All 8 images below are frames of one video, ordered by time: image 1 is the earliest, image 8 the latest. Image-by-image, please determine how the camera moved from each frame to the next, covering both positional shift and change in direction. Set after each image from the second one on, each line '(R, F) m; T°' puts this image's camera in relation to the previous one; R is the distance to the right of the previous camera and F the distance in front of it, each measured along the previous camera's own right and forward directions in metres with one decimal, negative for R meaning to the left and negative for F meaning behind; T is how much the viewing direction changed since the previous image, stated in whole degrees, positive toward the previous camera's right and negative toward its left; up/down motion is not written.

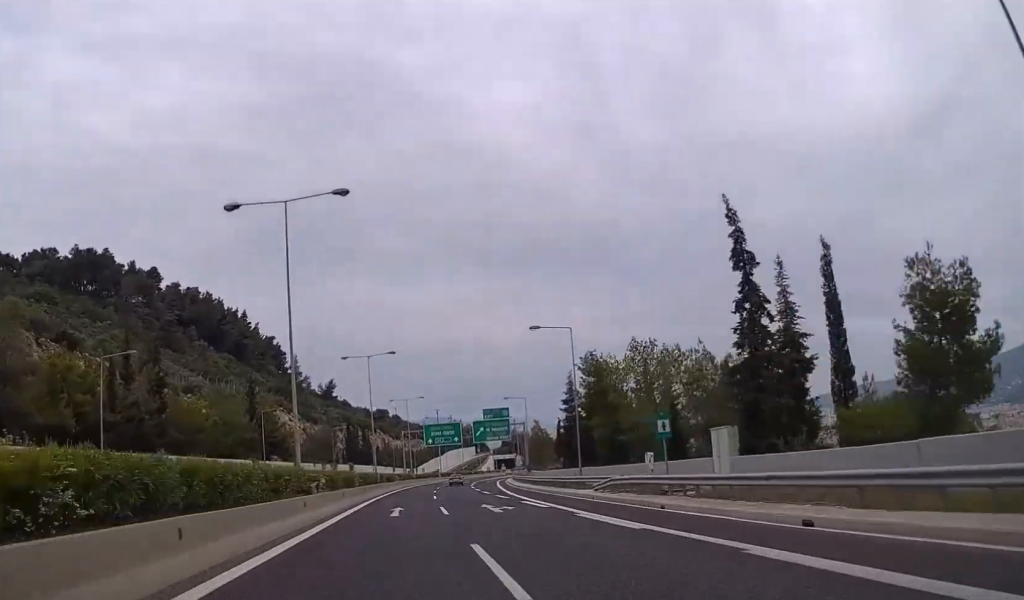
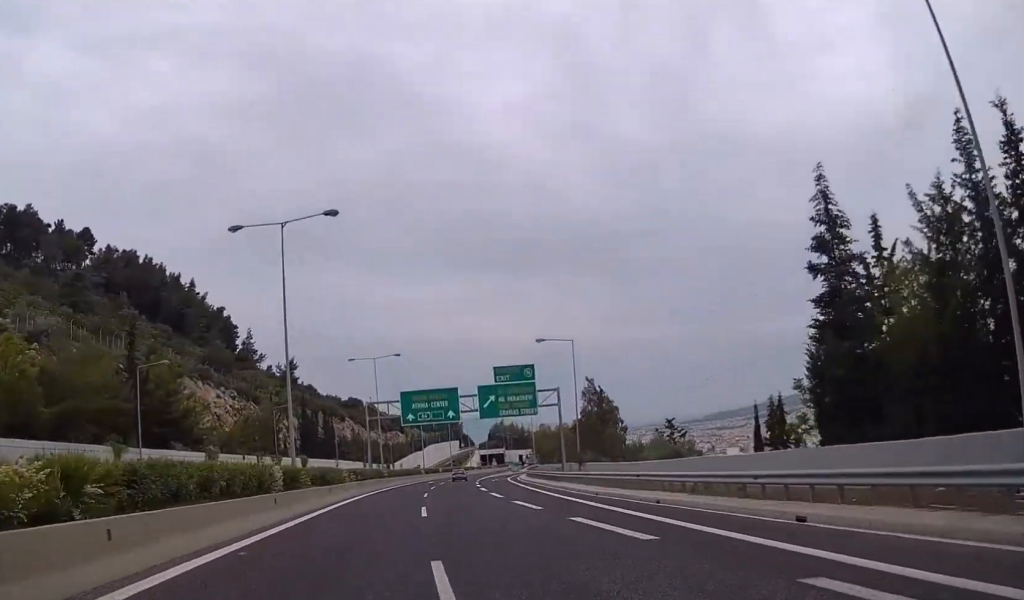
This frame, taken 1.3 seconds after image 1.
(+0.4, +39.0) m; +1°
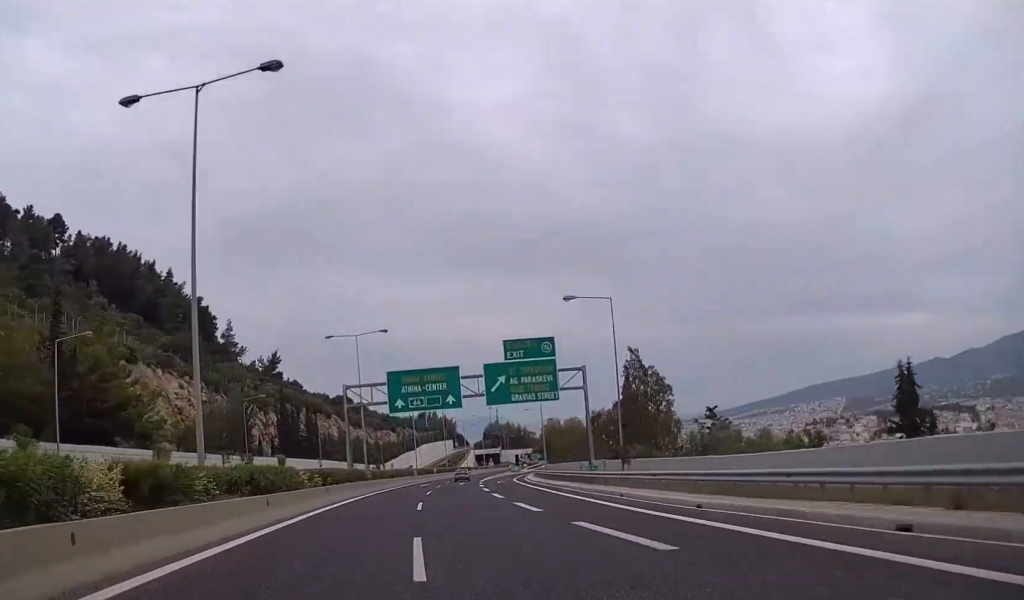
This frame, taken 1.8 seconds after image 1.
(+0.1, +13.0) m; 0°
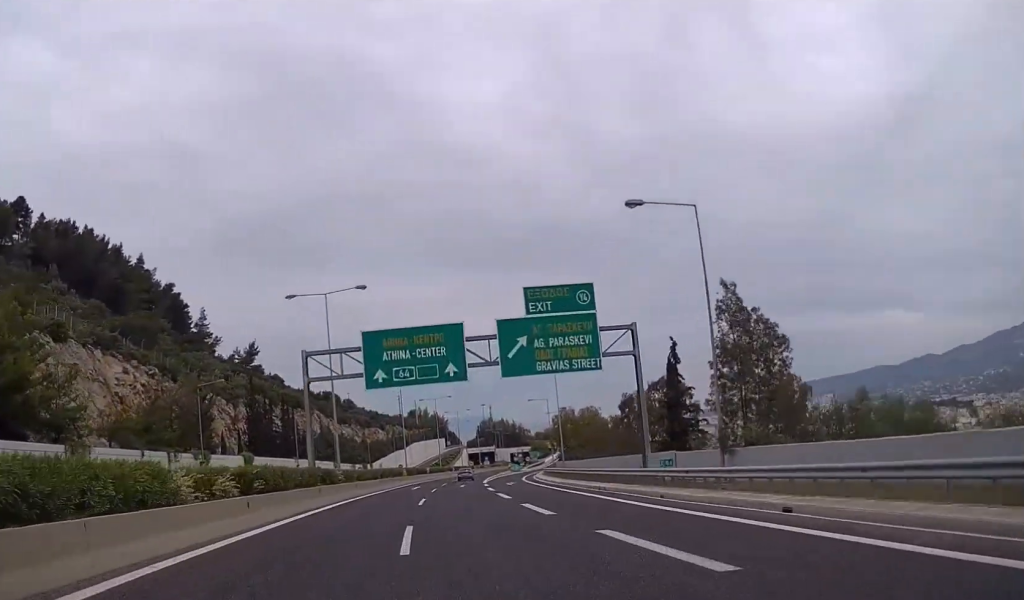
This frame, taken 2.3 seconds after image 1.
(0.0, +15.0) m; 0°
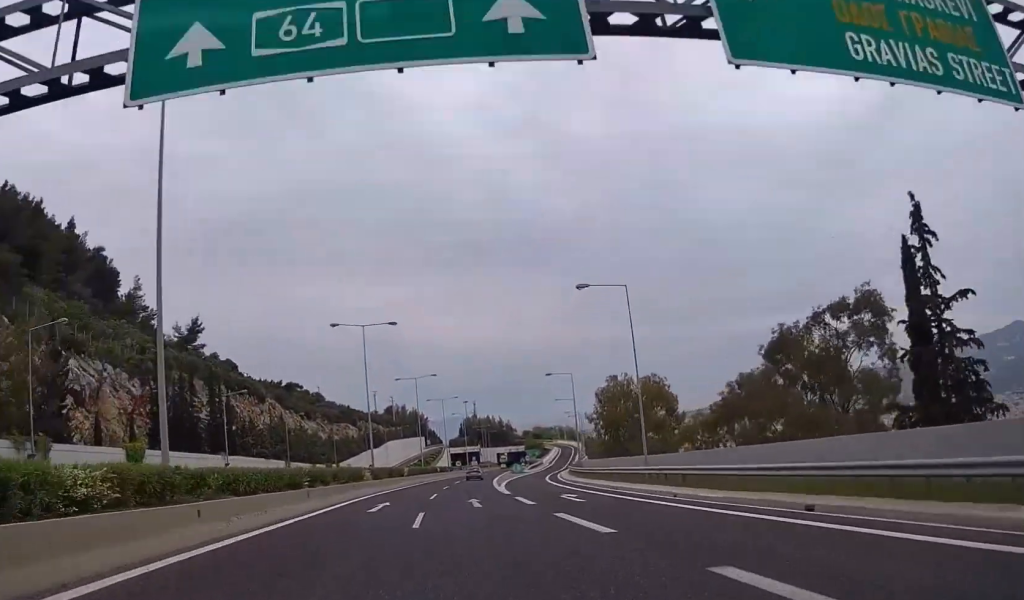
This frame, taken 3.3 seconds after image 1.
(+0.3, +30.3) m; +1°
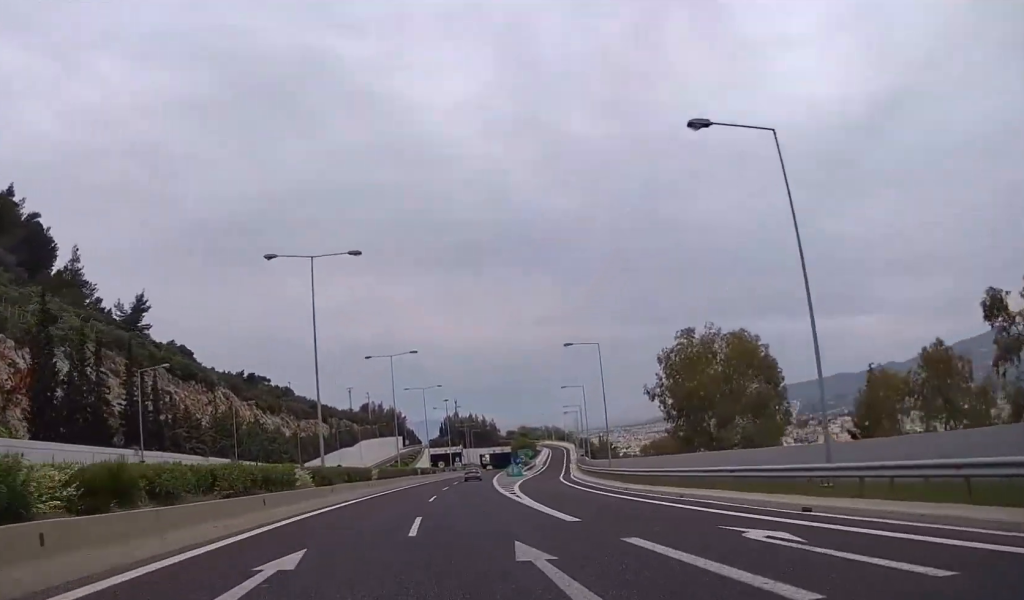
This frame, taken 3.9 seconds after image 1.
(+0.1, +20.4) m; +1°
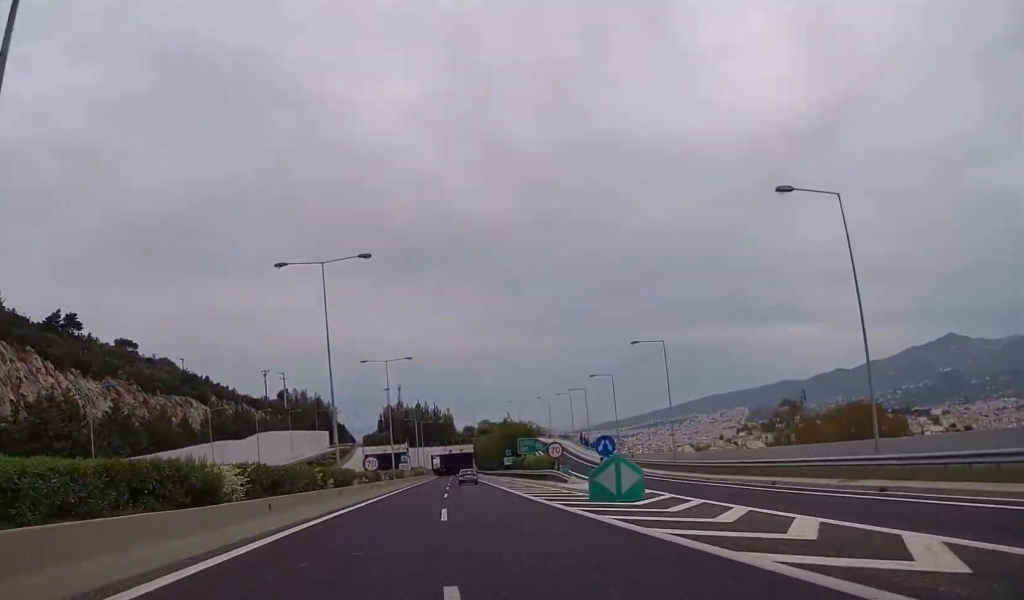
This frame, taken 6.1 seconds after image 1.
(+2.7, +66.9) m; +4°
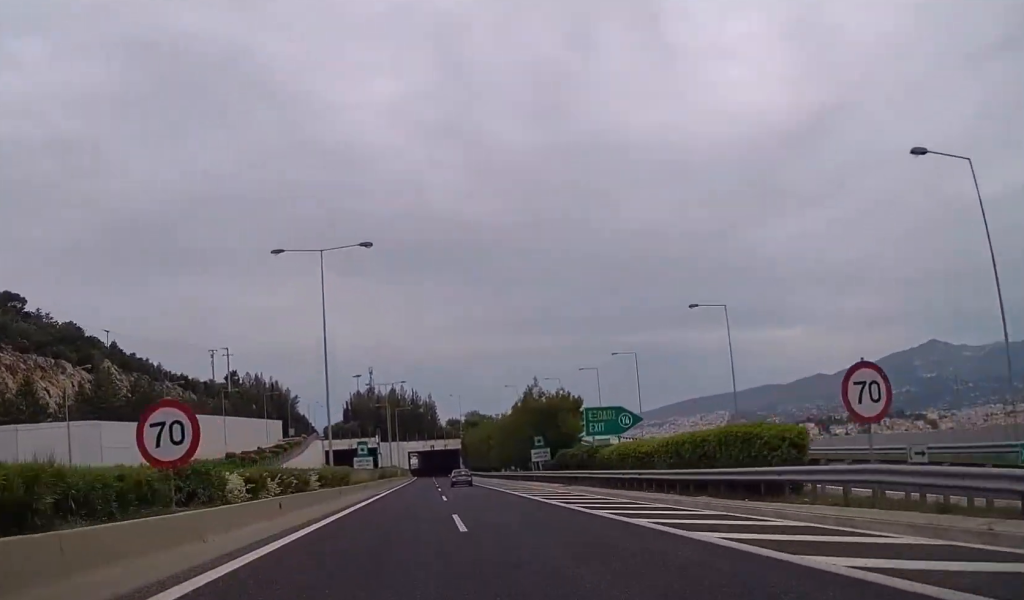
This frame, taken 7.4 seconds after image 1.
(+0.7, +40.5) m; +2°
